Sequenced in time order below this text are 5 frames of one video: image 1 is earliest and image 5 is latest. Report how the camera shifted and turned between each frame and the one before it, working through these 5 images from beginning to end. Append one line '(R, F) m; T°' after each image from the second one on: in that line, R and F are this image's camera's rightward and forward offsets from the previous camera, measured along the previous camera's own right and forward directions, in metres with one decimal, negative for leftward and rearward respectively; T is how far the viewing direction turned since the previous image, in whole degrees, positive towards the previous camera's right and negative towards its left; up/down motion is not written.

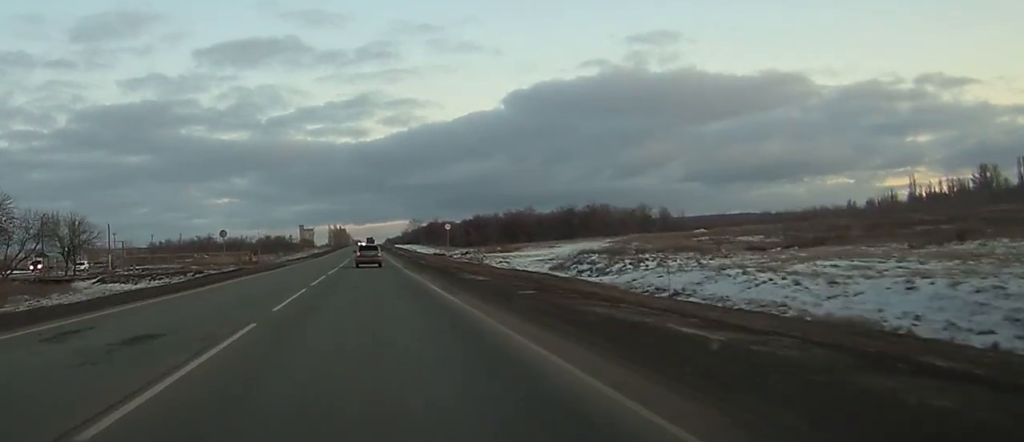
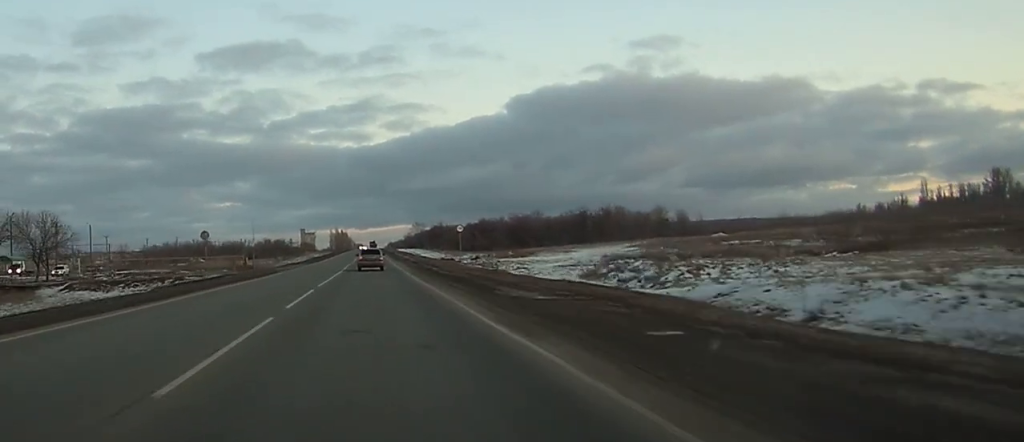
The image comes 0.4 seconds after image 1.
(0.0, +10.2) m; 0°
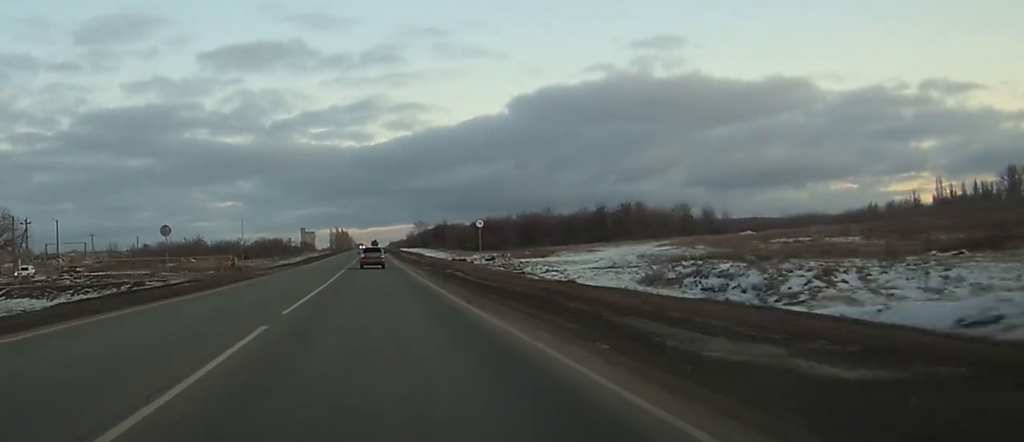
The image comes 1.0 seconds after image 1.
(0.0, +14.0) m; 0°
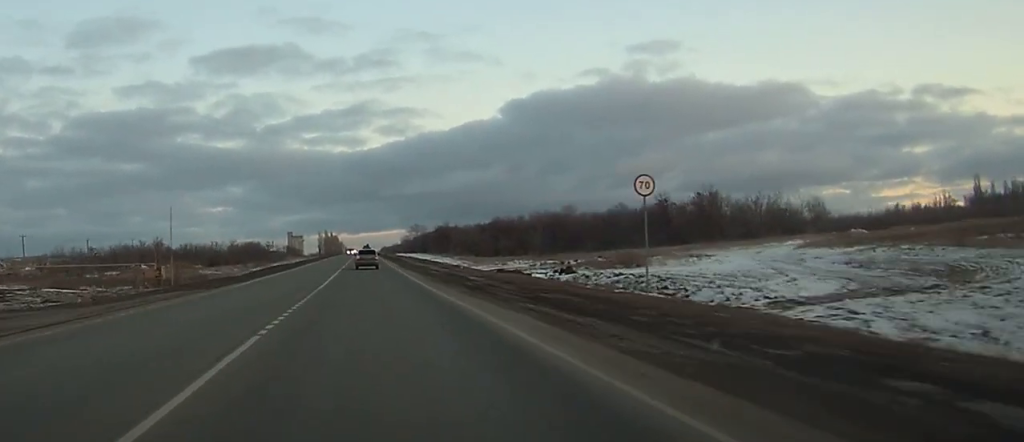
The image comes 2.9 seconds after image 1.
(+0.1, +43.9) m; +1°
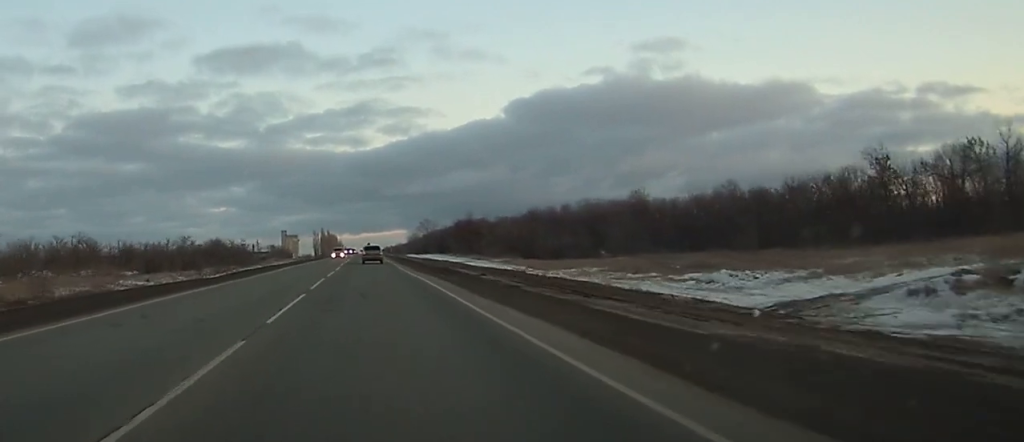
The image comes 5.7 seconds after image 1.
(+0.4, +63.0) m; 0°
